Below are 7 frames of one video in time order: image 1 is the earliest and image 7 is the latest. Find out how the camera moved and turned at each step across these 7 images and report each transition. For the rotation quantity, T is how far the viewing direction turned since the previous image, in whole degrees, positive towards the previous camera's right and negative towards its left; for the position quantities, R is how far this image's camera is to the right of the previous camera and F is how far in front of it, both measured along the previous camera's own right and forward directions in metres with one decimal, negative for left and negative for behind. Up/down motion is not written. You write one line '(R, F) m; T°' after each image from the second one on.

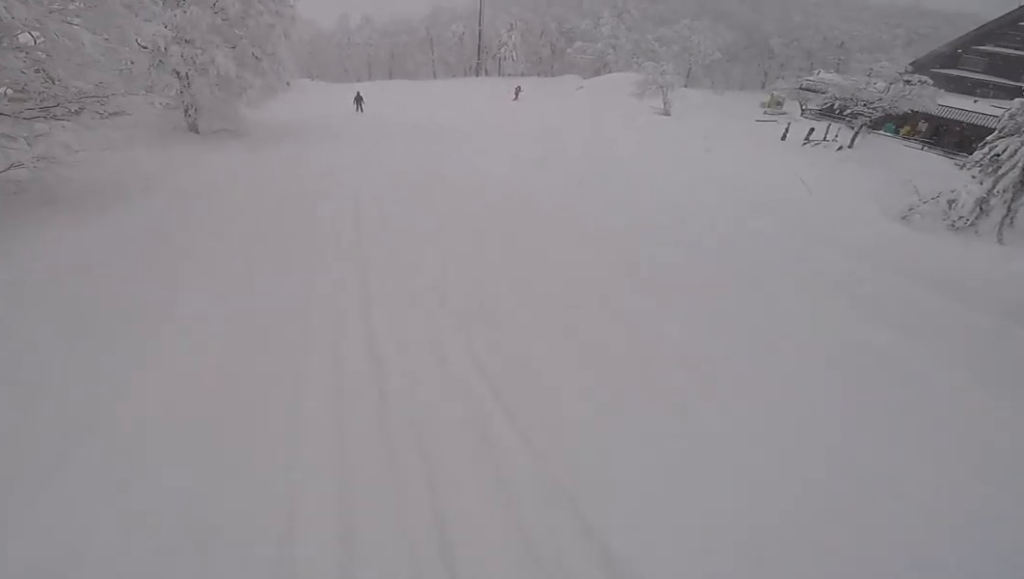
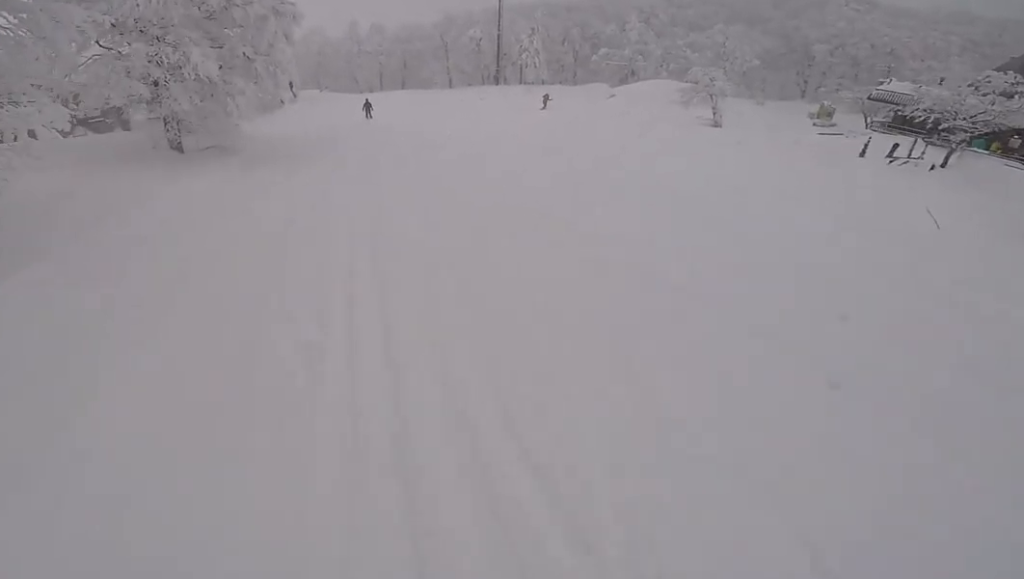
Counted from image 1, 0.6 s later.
(-0.1, +4.1) m; -2°
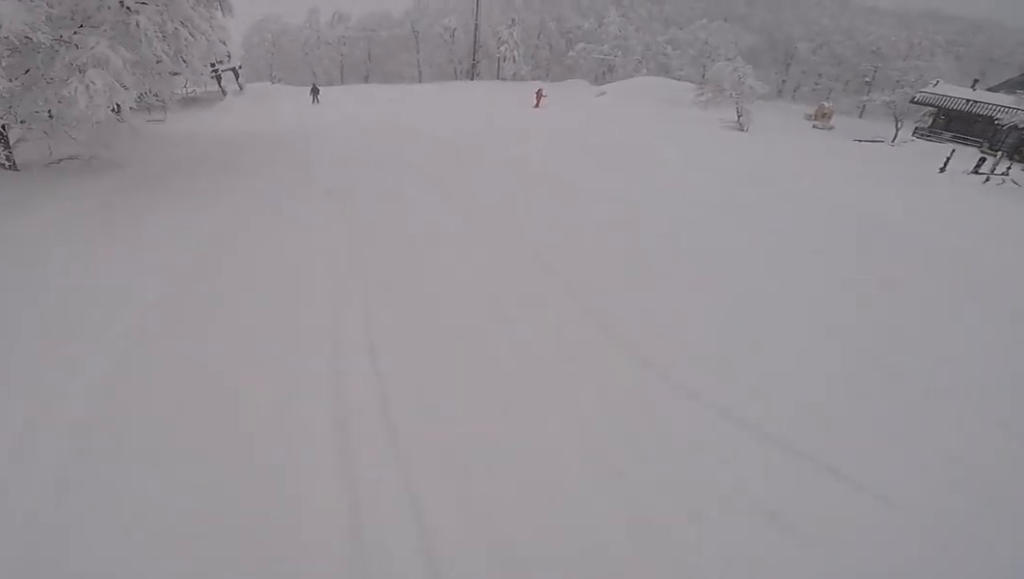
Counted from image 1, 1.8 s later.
(-0.1, +8.0) m; +4°
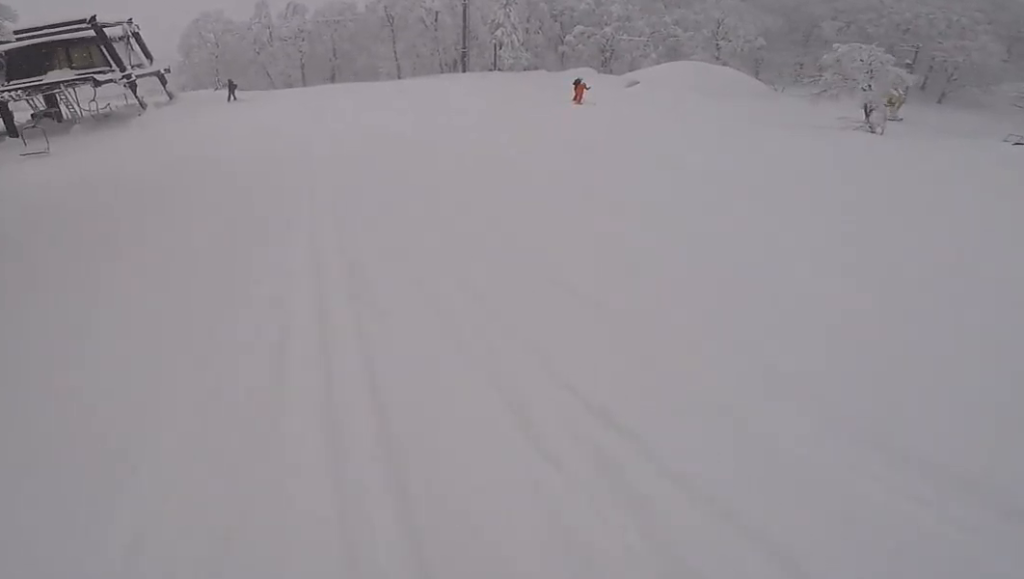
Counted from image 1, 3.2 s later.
(+1.1, +10.2) m; +3°
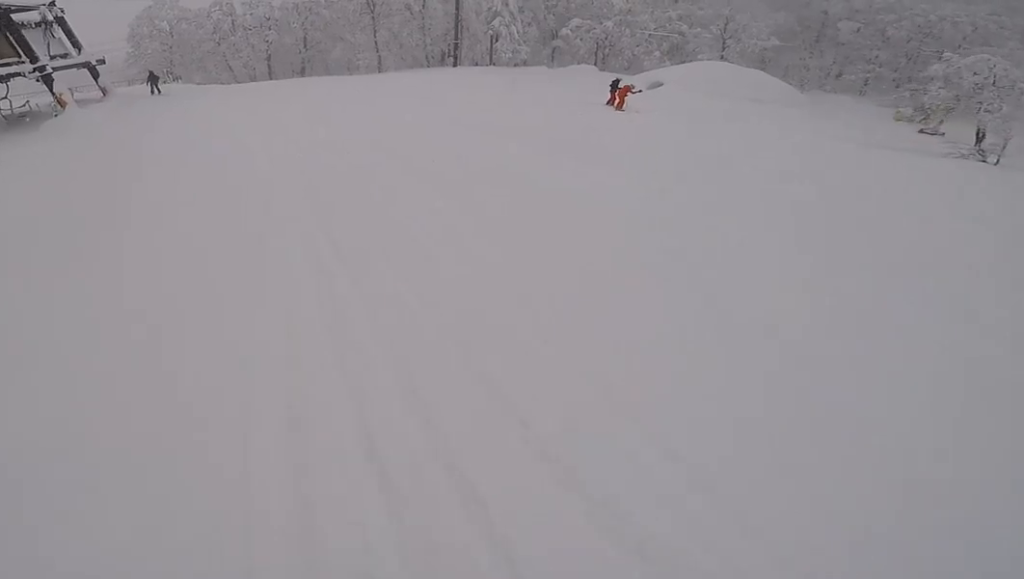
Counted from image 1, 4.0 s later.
(-0.8, +5.8) m; -12°
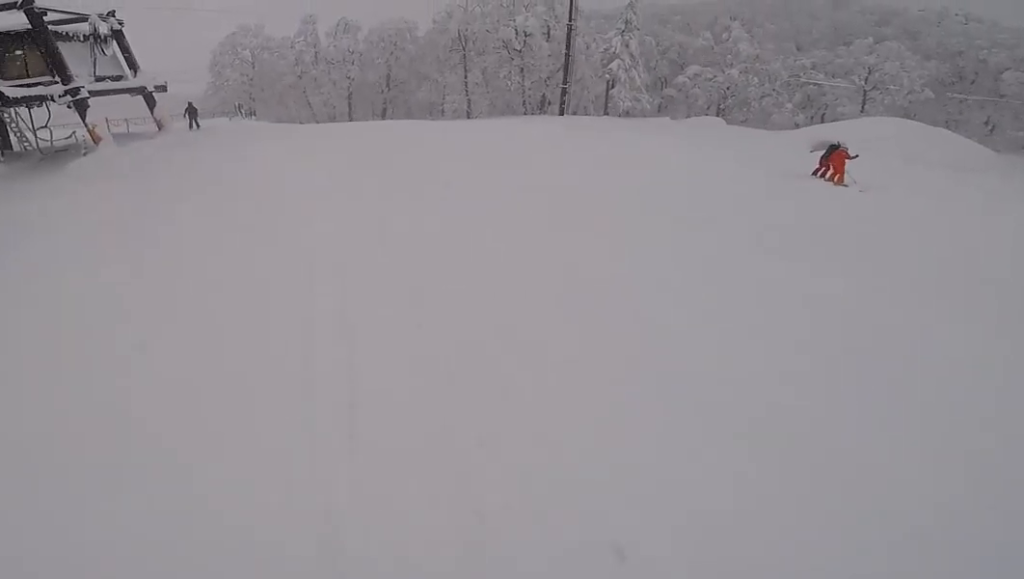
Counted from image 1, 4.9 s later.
(-0.8, +6.1) m; -3°
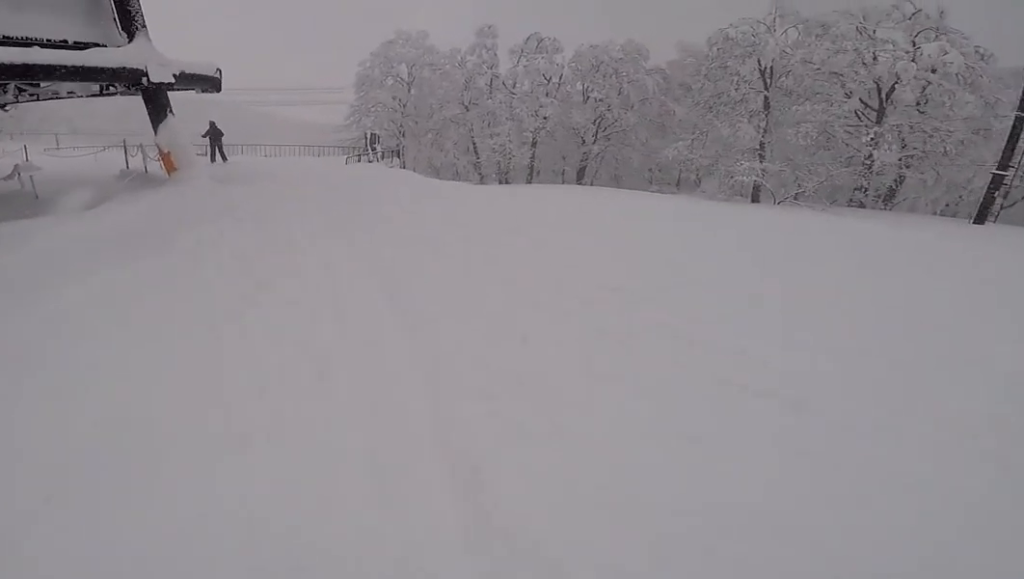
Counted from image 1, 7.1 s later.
(-0.4, +14.6) m; -10°
